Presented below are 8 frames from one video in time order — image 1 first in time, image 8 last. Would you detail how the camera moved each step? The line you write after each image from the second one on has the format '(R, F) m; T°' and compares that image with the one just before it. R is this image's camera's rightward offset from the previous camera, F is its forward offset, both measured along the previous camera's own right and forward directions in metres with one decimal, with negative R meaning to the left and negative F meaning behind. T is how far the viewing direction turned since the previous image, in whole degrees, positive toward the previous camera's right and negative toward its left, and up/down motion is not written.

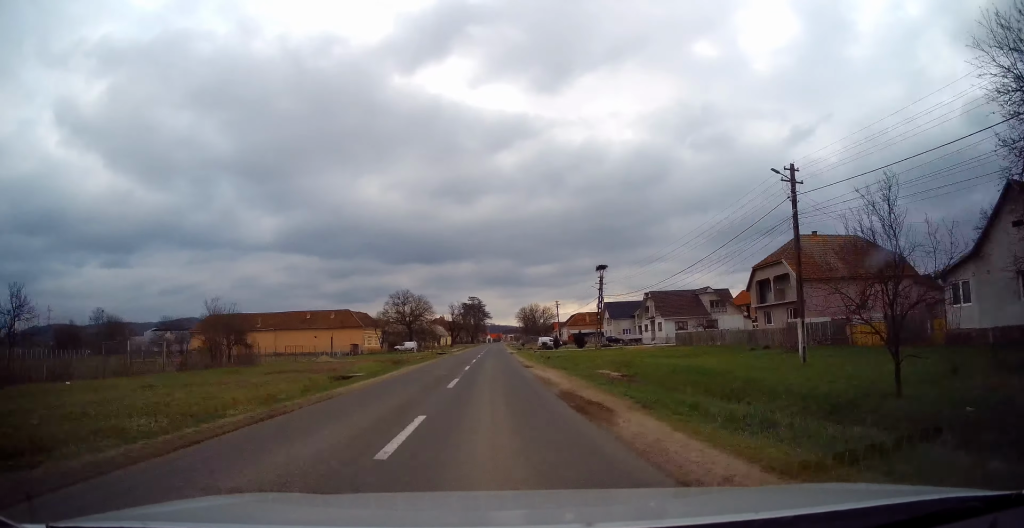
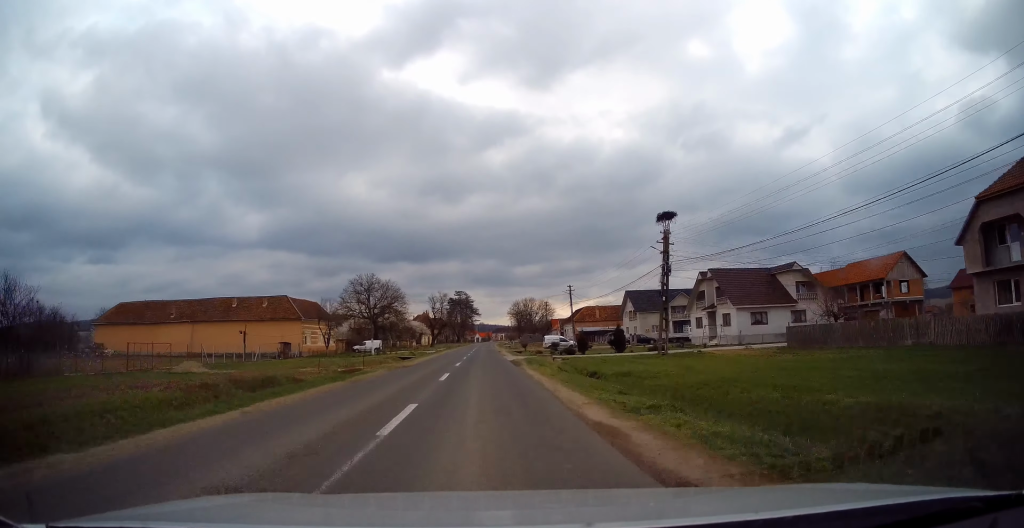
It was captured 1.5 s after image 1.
(0.0, +26.0) m; +1°
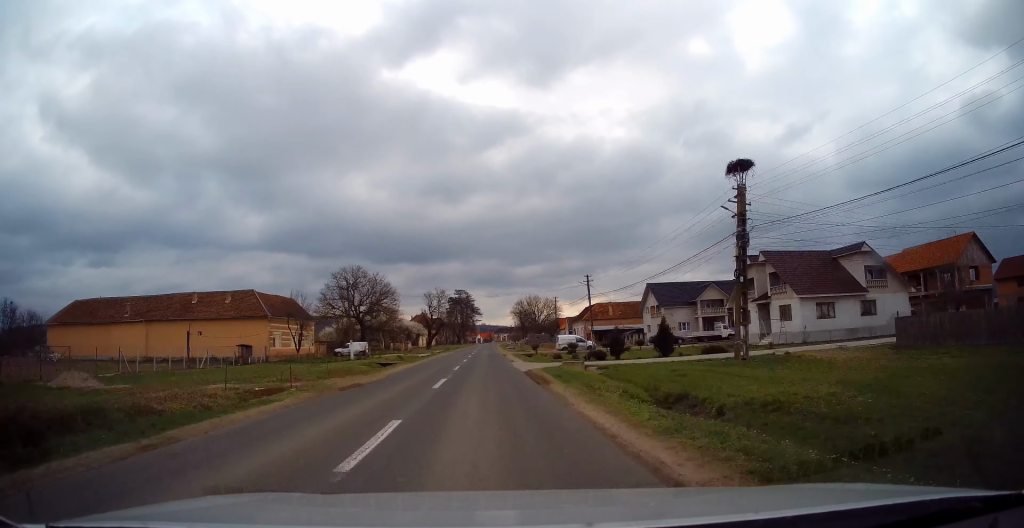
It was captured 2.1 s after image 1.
(+0.2, +11.2) m; 0°
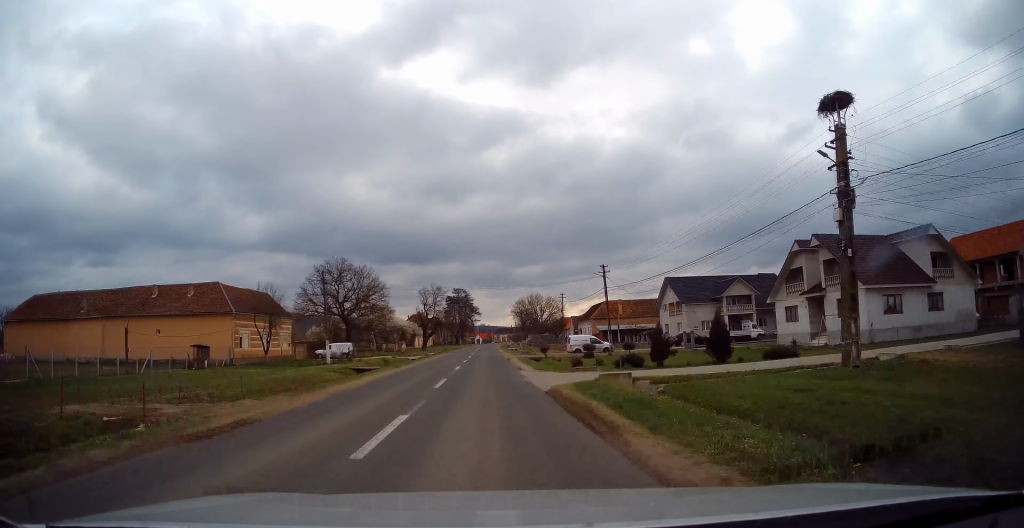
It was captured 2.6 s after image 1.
(+0.1, +8.3) m; 0°
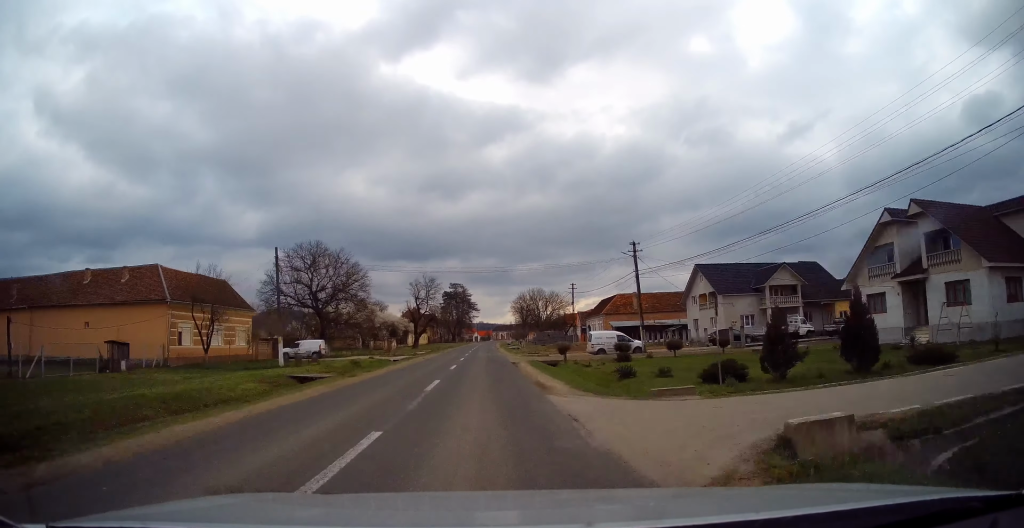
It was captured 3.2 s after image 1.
(-0.1, +10.9) m; 0°
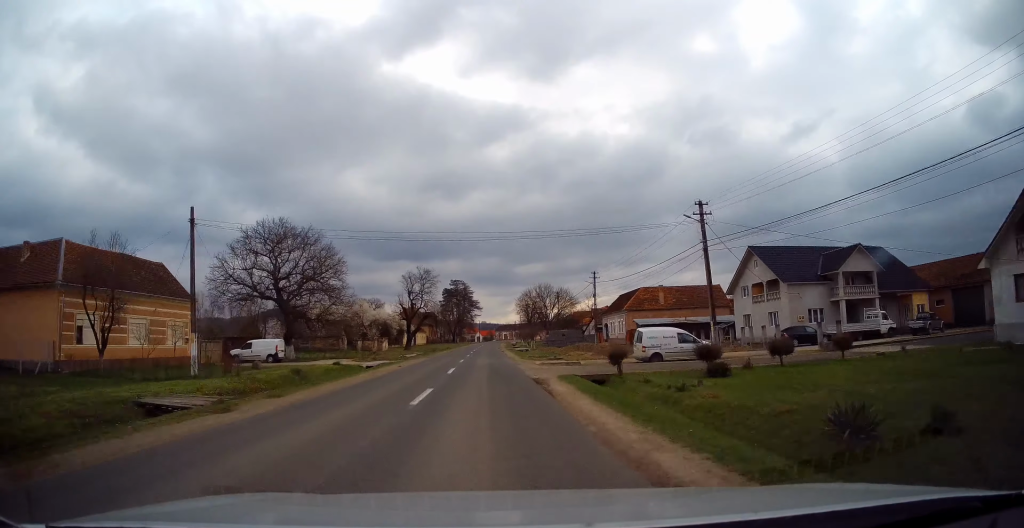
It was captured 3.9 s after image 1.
(-0.1, +12.1) m; 0°
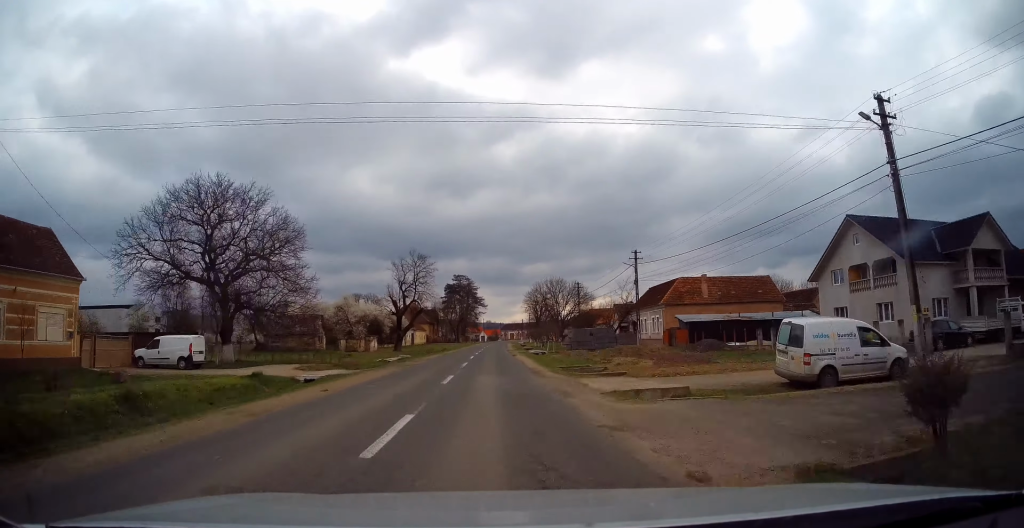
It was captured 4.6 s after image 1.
(0.0, +14.0) m; 0°
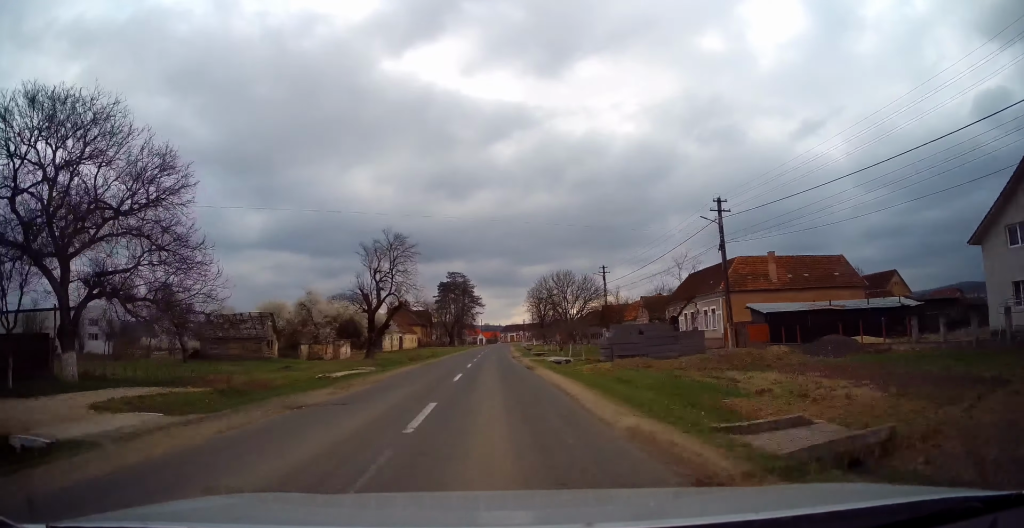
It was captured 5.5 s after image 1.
(0.0, +16.4) m; +1°
